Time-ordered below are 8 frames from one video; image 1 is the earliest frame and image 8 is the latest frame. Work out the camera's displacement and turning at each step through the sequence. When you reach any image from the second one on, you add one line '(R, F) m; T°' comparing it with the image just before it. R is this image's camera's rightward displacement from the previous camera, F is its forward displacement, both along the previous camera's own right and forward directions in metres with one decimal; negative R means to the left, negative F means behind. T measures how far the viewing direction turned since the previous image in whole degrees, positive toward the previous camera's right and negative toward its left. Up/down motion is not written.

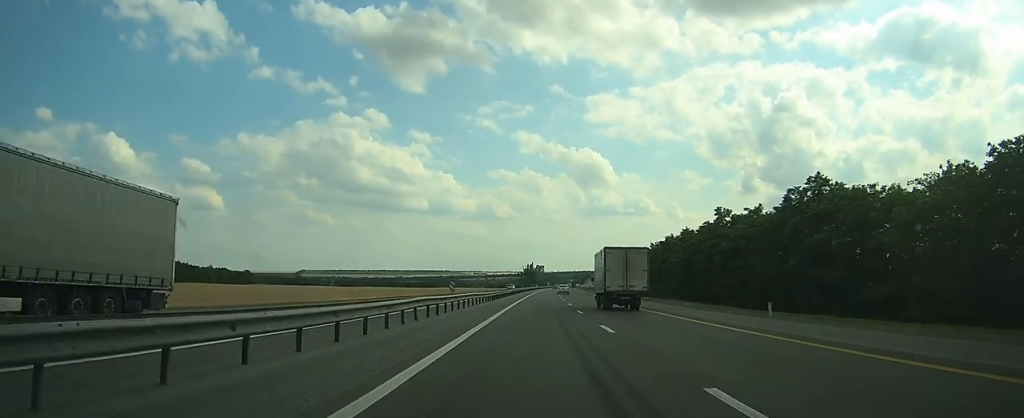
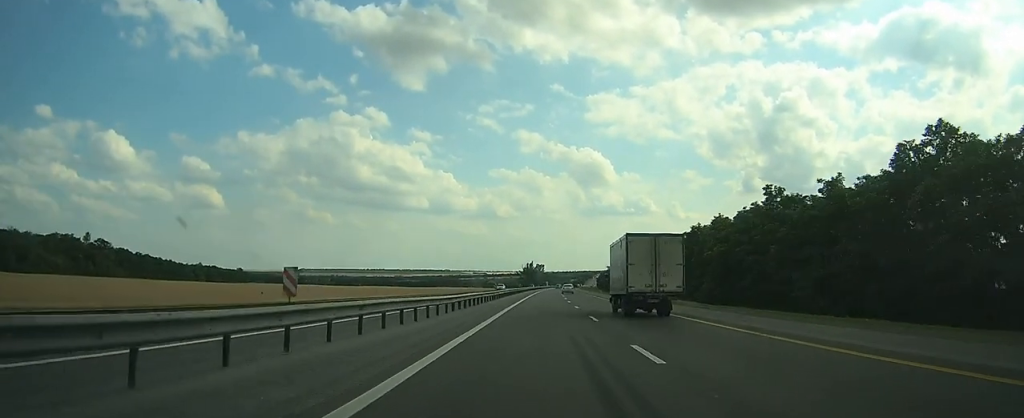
(0.0, +18.7) m; 0°
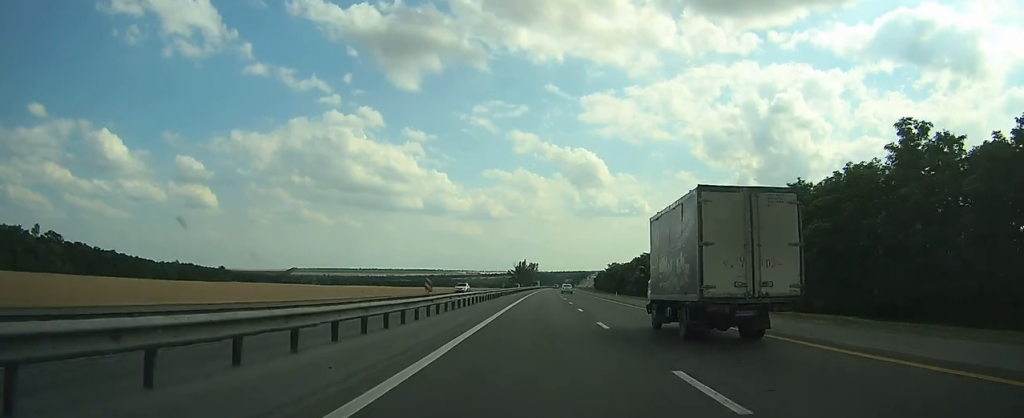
(+0.1, +27.5) m; 0°
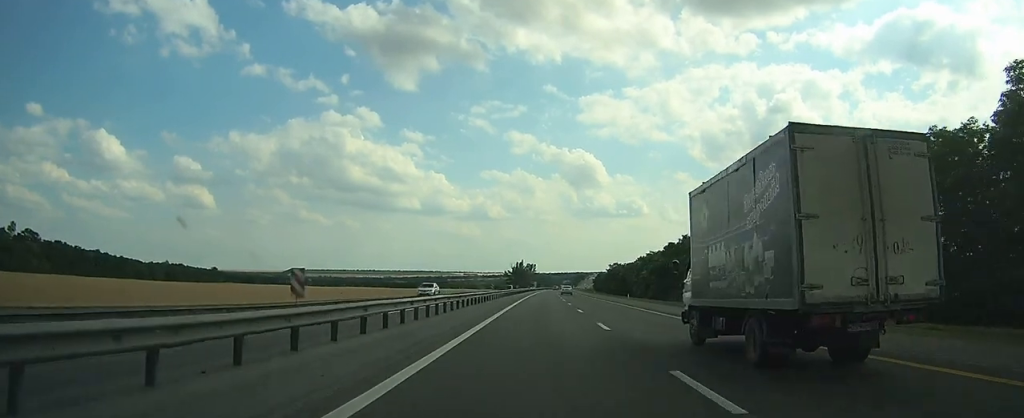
(0.0, +11.8) m; 0°
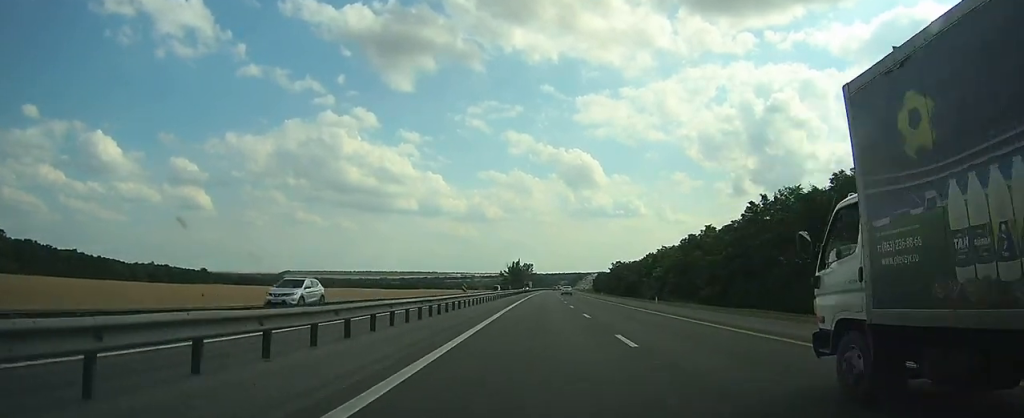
(-0.1, +16.8) m; 0°
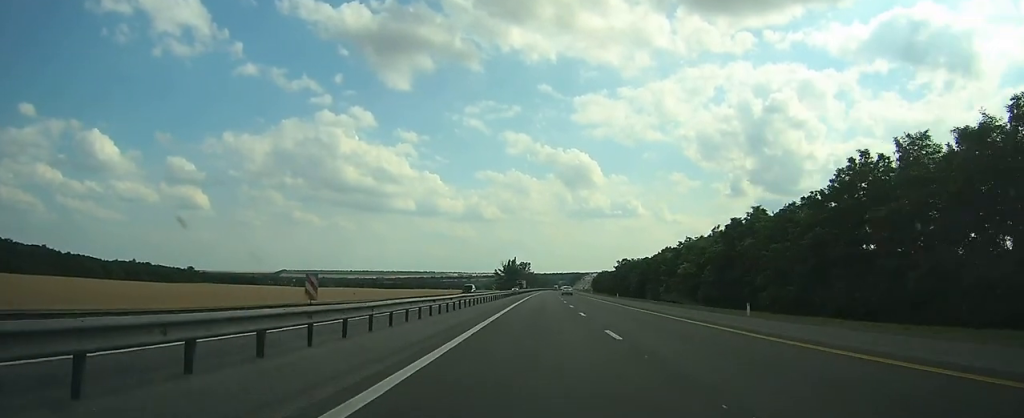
(+0.2, +21.8) m; +1°
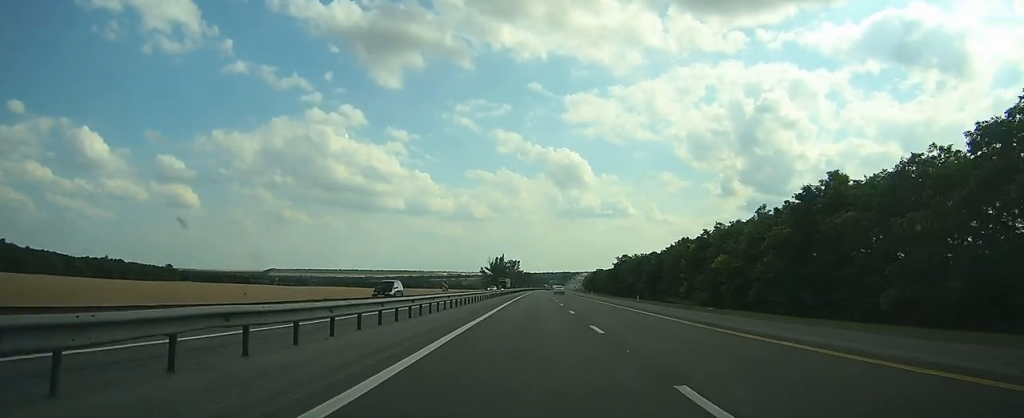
(+0.1, +21.8) m; 0°
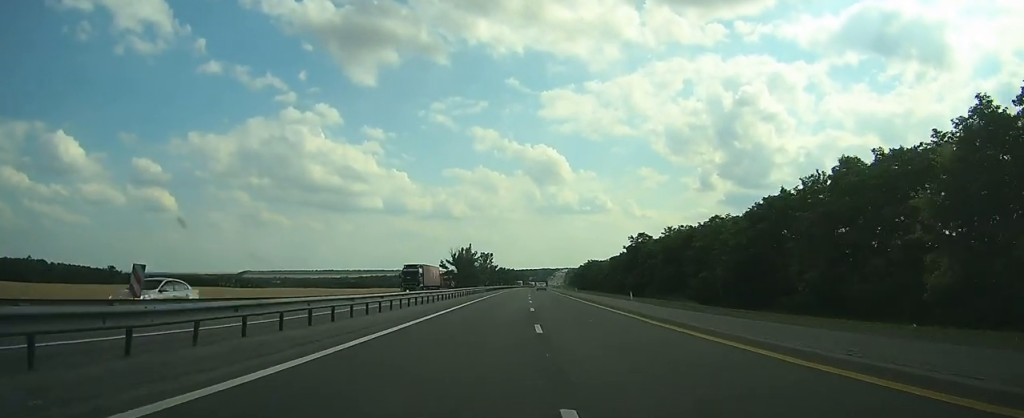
(+0.5, +60.0) m; +1°
